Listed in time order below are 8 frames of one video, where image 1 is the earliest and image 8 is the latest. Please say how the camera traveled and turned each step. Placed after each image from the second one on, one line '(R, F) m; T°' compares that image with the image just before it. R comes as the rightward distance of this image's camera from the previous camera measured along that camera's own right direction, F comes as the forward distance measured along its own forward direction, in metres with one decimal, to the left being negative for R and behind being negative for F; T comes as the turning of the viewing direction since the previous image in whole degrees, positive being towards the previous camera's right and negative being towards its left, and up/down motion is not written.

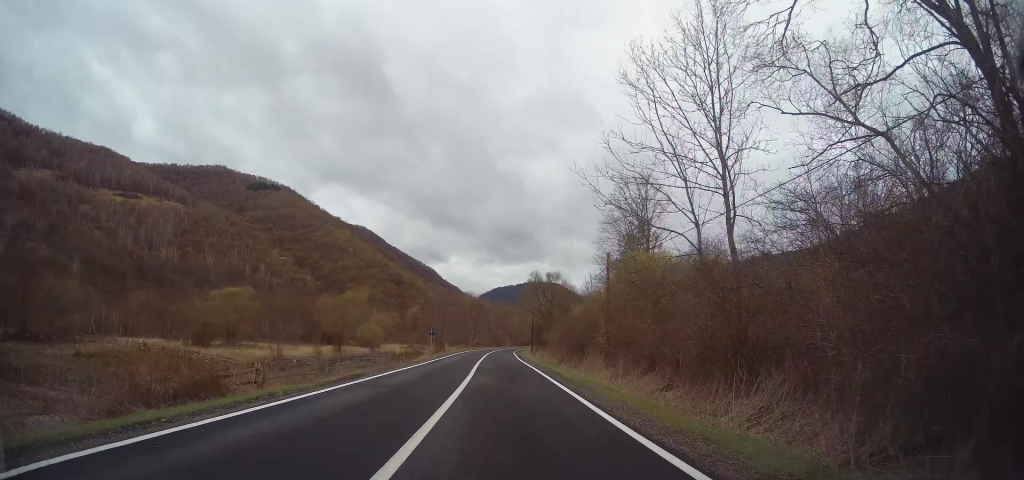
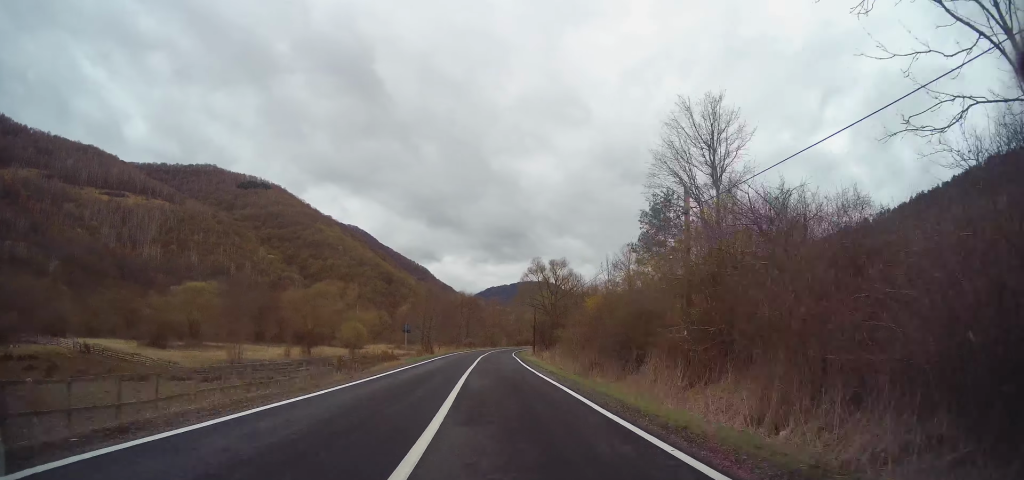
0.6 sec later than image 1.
(0.0, +12.3) m; +1°
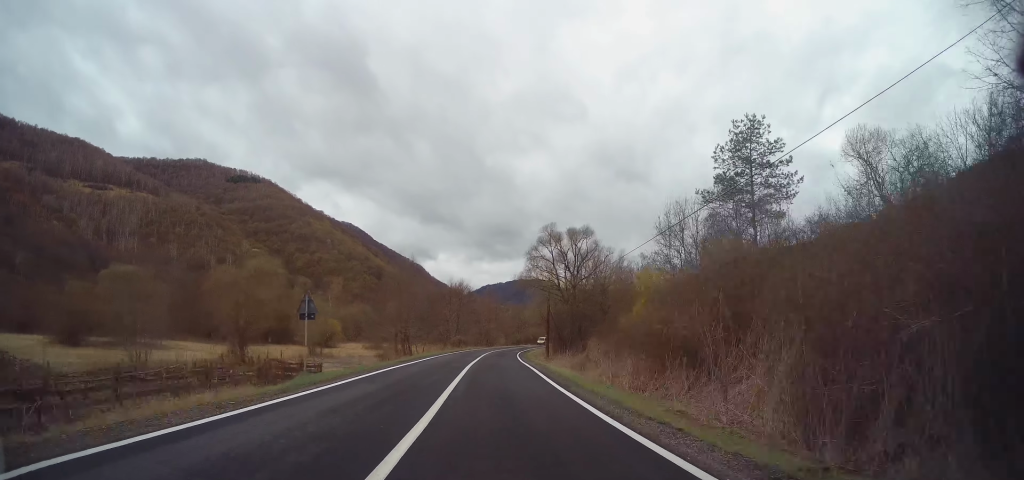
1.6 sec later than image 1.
(+0.3, +19.2) m; +1°
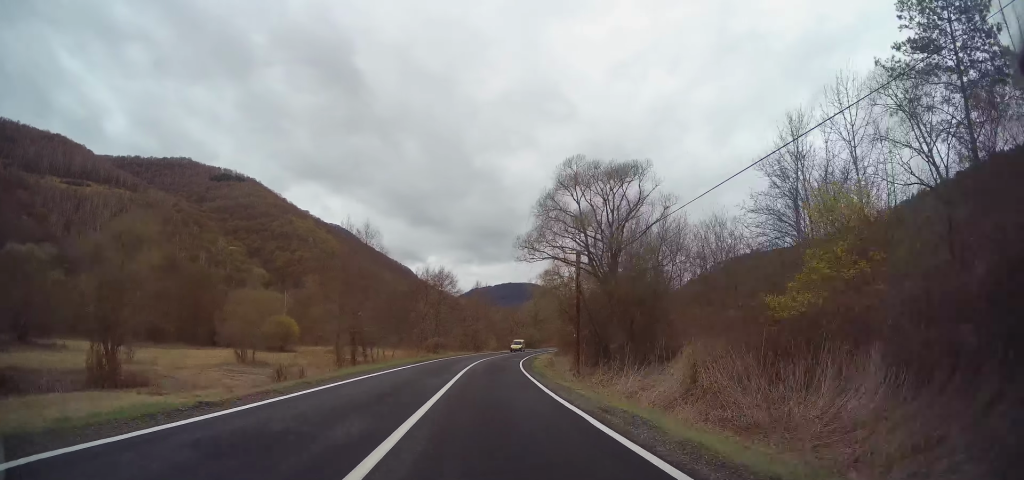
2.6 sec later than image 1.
(0.0, +19.7) m; 0°
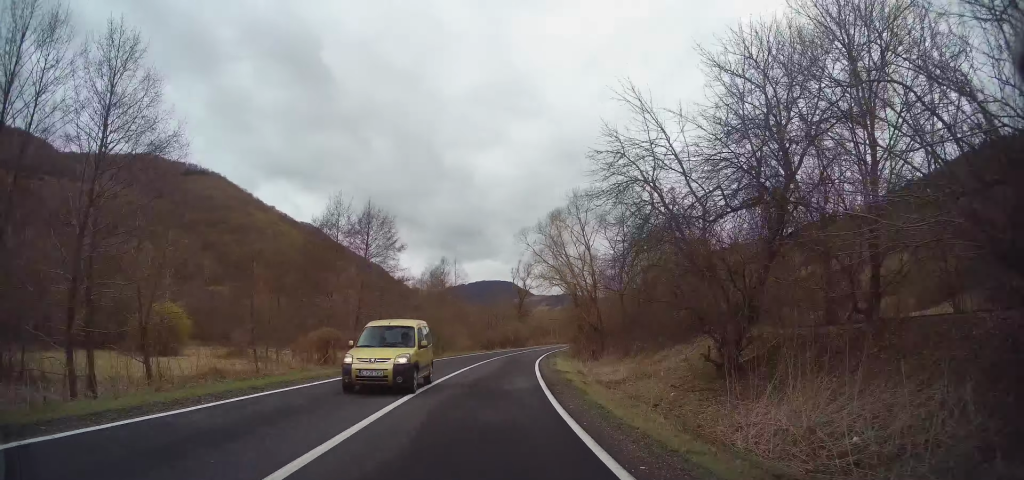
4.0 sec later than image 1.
(+0.4, +30.2) m; +3°
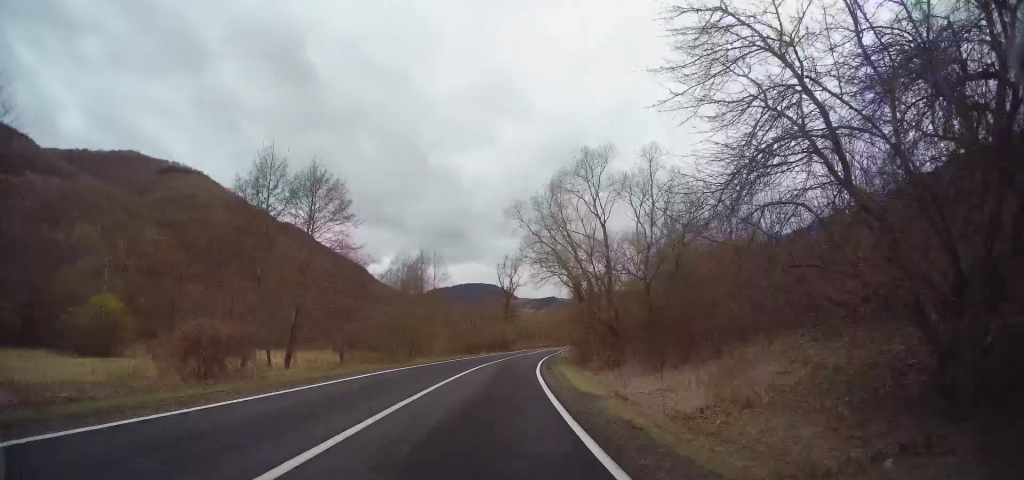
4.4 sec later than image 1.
(-0.1, +9.3) m; +1°
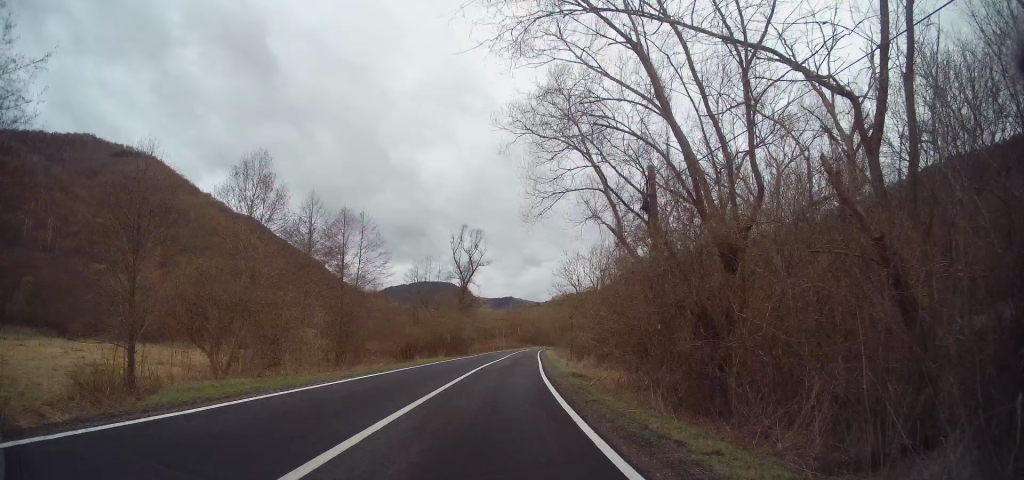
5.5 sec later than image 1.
(+1.0, +24.1) m; +5°
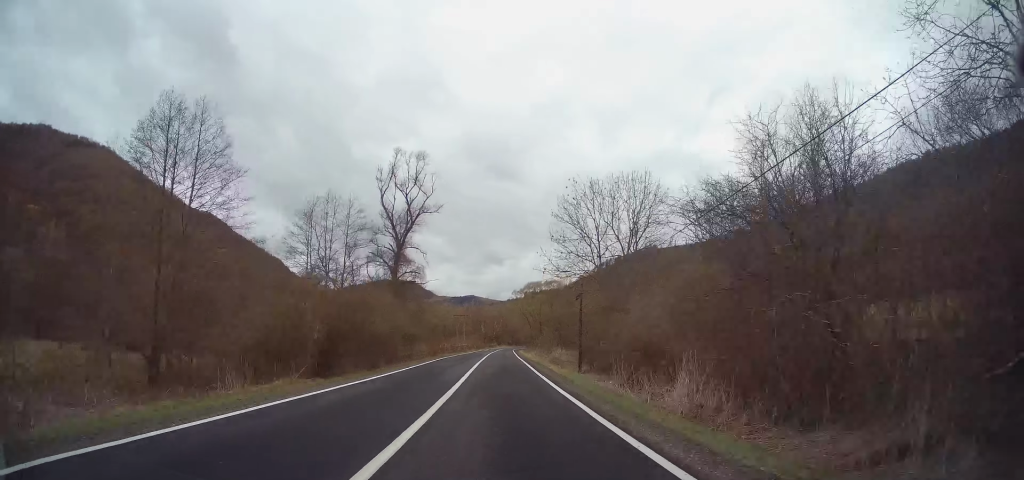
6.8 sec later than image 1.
(+1.2, +27.4) m; +3°
